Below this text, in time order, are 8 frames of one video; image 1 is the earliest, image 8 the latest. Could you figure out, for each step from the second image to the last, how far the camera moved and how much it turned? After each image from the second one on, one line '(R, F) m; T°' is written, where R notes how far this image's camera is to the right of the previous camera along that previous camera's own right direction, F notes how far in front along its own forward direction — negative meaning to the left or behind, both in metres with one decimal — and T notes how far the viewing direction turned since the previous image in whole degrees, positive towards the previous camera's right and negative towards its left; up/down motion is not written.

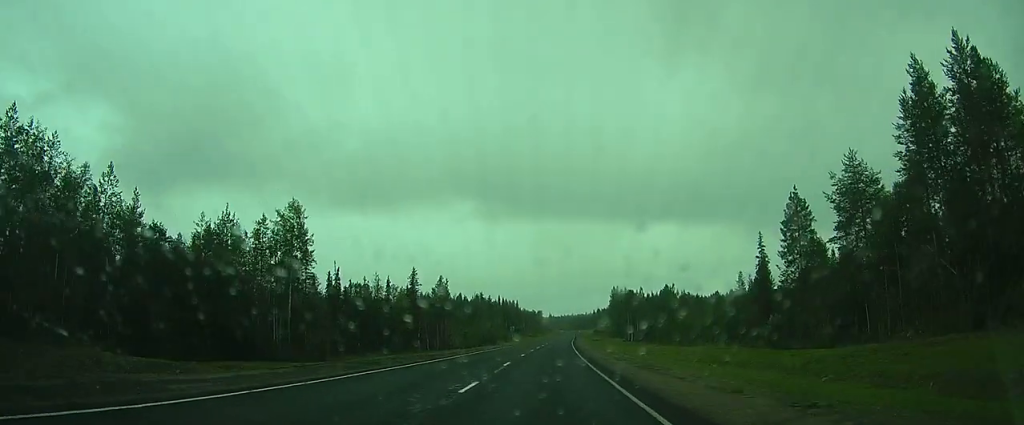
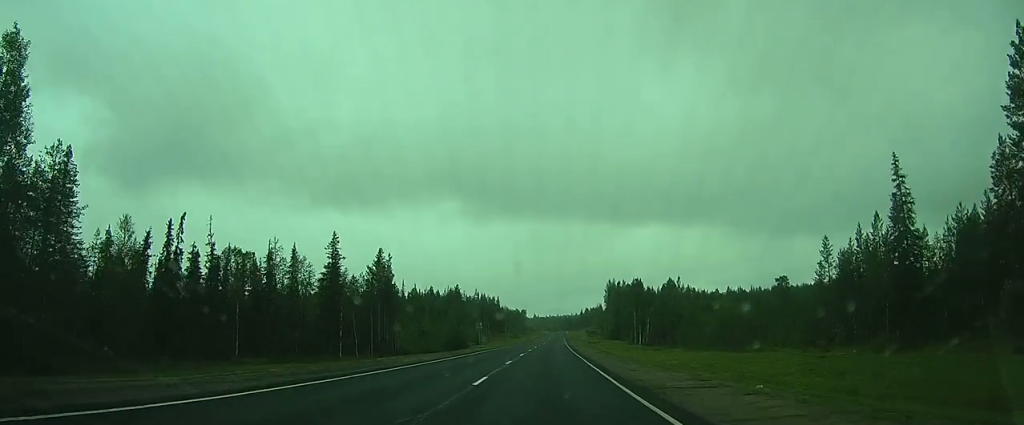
(+0.7, +33.2) m; +2°
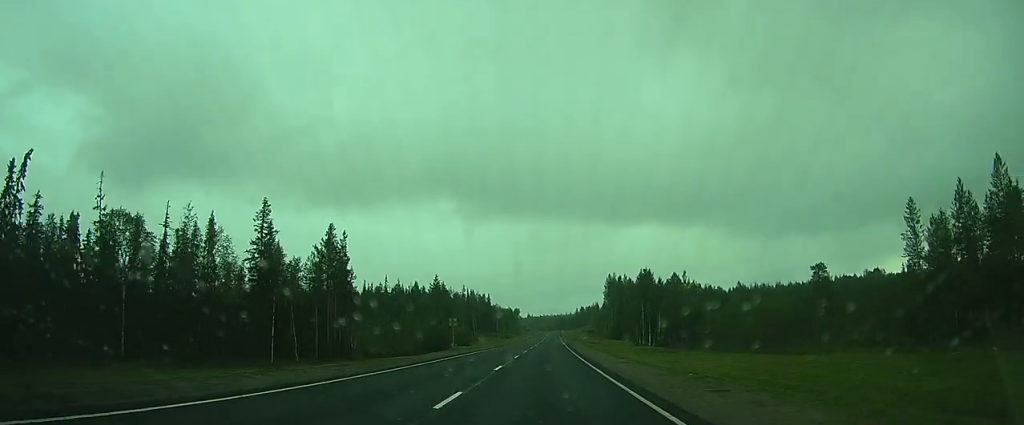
(+0.1, +16.7) m; 0°
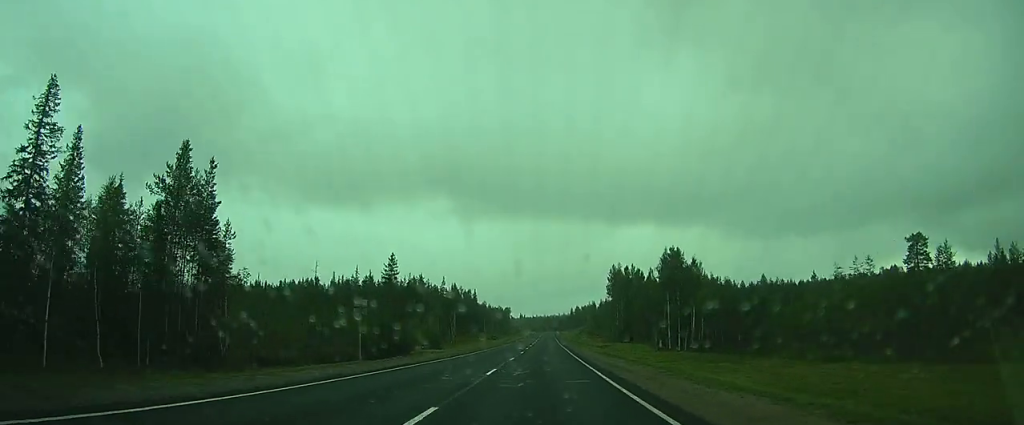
(+0.1, +26.8) m; 0°
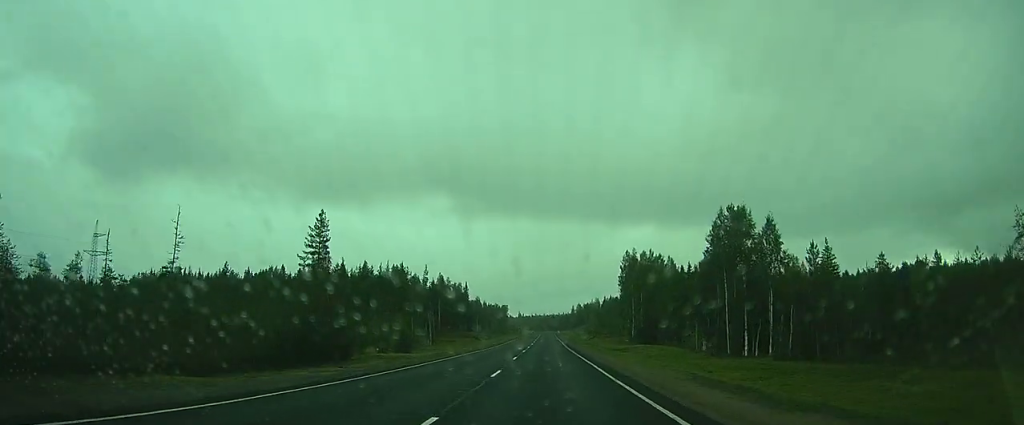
(0.0, +25.3) m; 0°
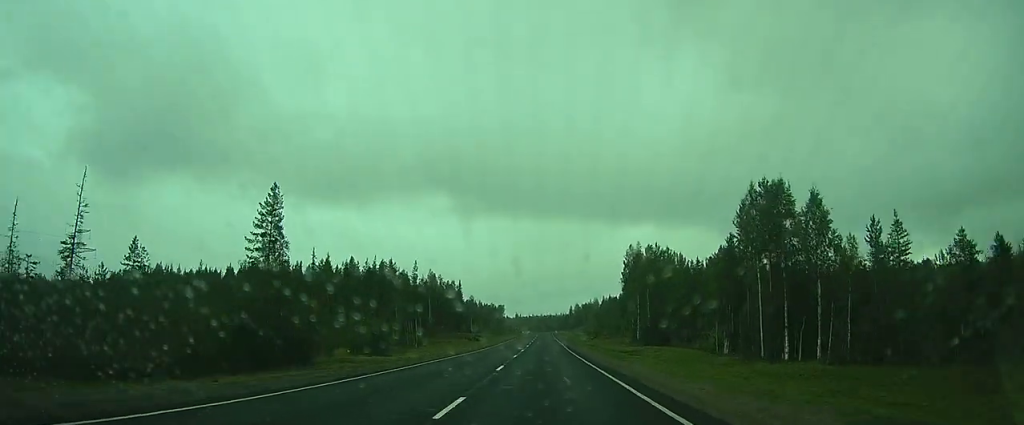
(0.0, +9.2) m; 0°
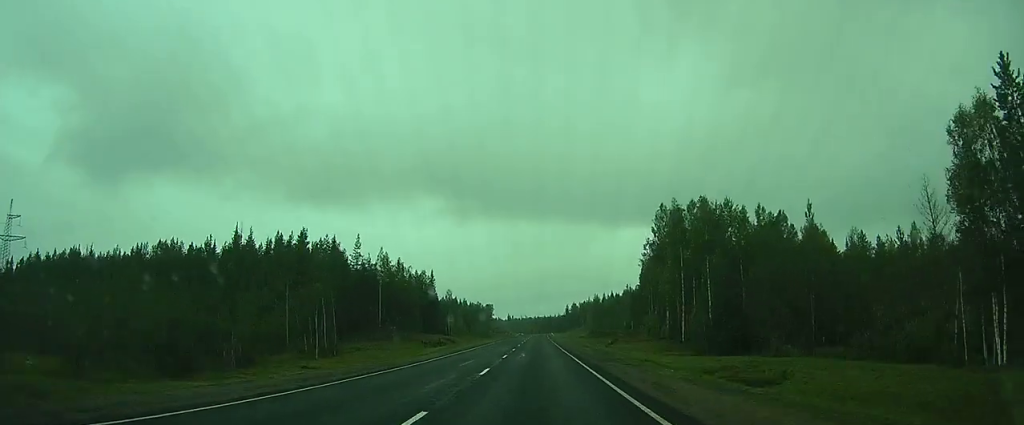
(+0.4, +37.9) m; +1°
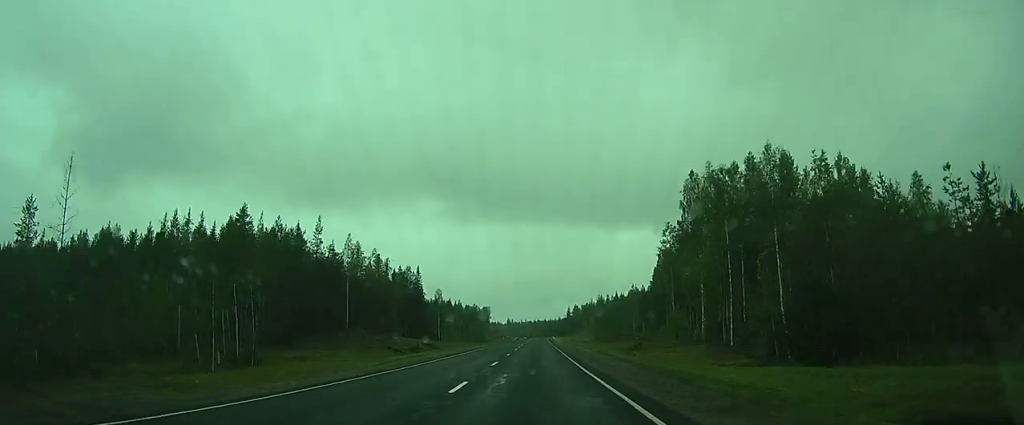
(0.0, +17.2) m; 0°
